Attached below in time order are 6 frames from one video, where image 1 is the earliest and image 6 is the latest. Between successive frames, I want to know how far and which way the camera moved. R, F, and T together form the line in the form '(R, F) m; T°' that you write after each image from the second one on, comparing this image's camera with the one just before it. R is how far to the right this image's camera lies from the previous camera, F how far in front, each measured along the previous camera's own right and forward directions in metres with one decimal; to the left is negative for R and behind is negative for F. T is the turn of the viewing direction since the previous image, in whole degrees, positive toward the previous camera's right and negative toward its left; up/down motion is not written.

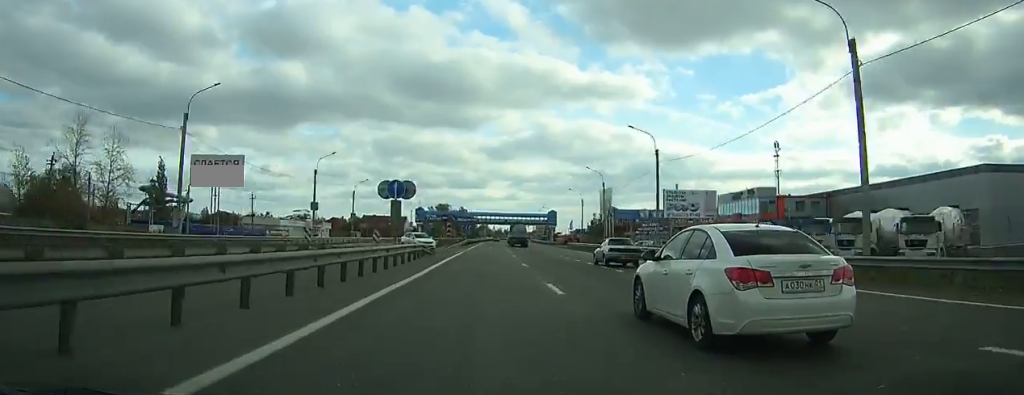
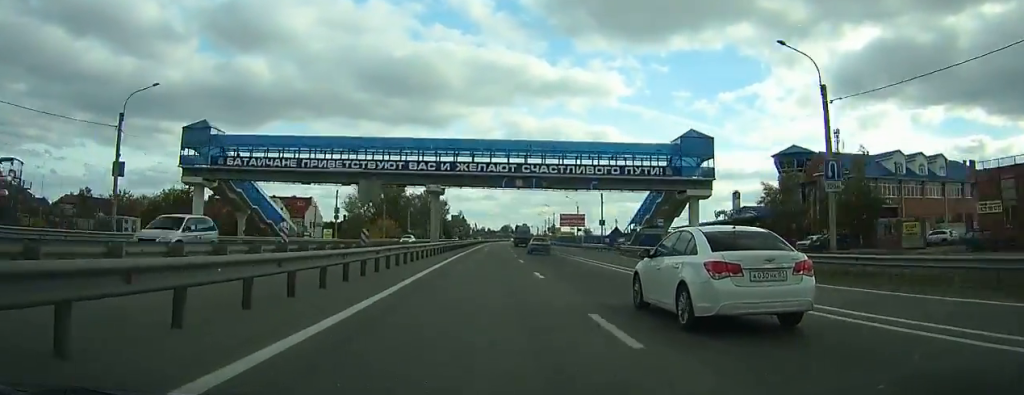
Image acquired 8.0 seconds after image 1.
(+2.9, +150.2) m; +2°
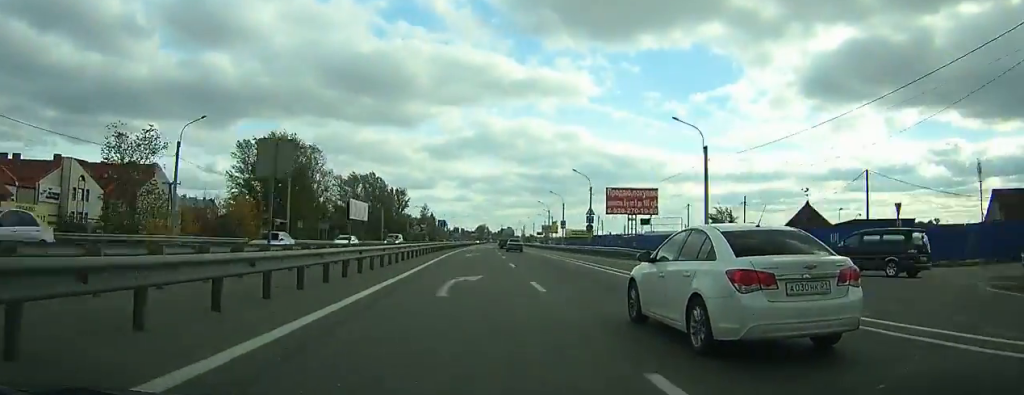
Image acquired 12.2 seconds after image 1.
(+0.6, +77.6) m; +2°
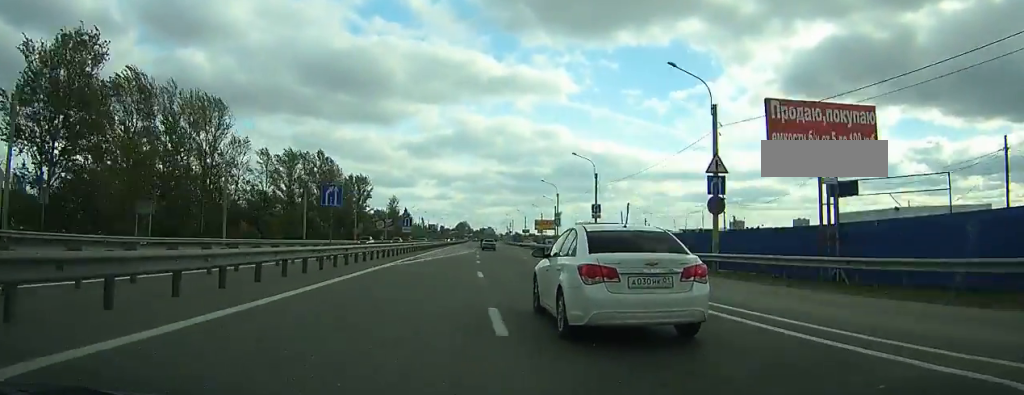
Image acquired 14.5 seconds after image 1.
(+0.5, +42.5) m; +2°
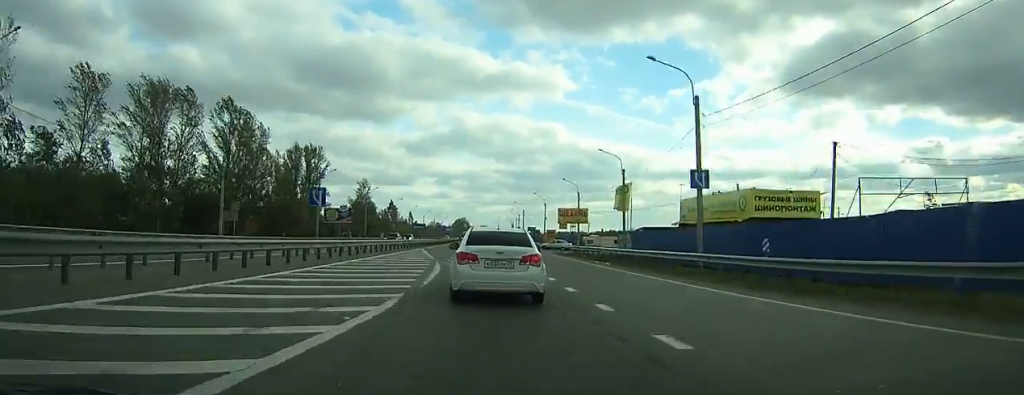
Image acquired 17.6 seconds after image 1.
(+0.8, +58.1) m; +1°
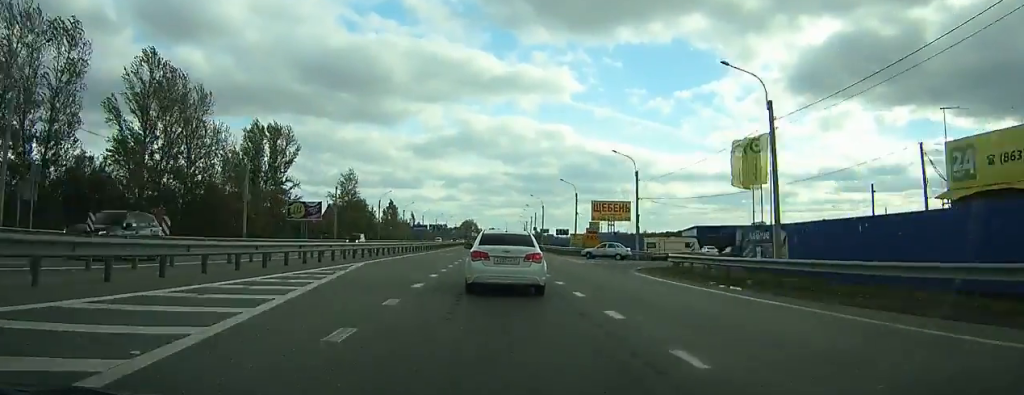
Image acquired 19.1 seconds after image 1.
(+0.1, +28.8) m; 0°
